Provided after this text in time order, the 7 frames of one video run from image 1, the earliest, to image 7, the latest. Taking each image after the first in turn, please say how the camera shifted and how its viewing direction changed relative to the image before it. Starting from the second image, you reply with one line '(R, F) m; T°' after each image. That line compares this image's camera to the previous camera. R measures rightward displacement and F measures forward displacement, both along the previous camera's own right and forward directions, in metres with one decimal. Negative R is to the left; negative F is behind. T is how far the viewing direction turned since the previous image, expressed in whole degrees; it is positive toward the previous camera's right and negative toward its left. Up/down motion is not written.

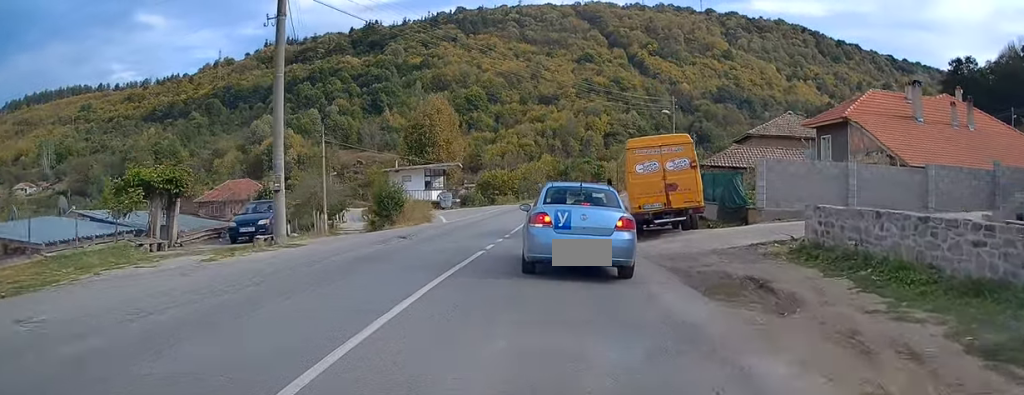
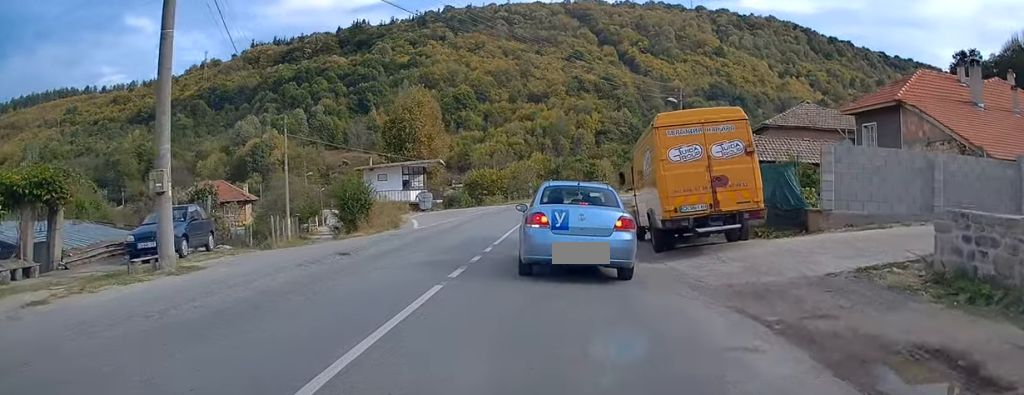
(+0.2, +5.7) m; +1°
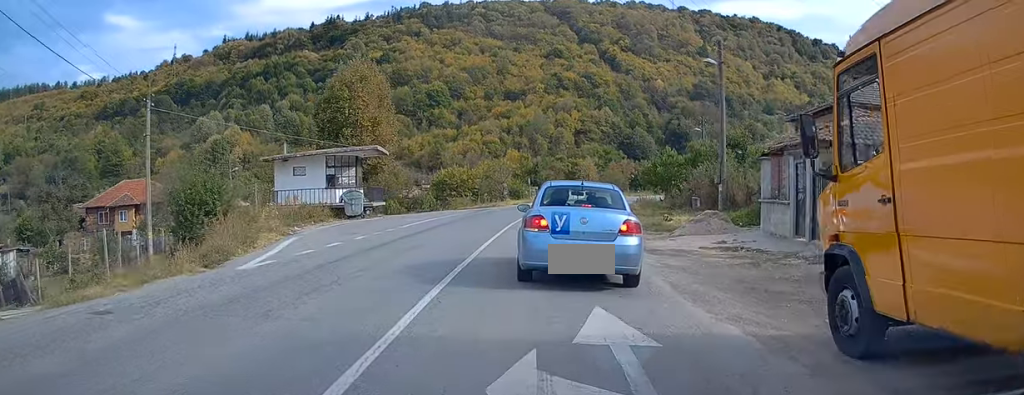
(0.0, +13.6) m; +4°
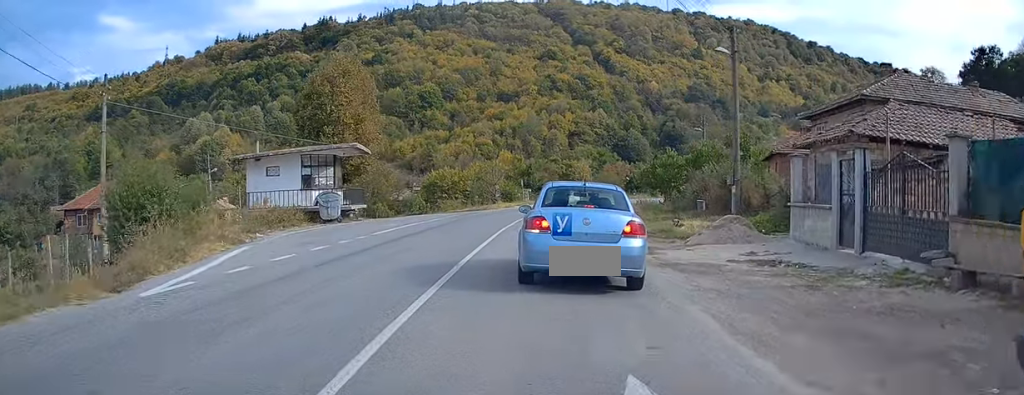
(+0.1, +2.9) m; +1°
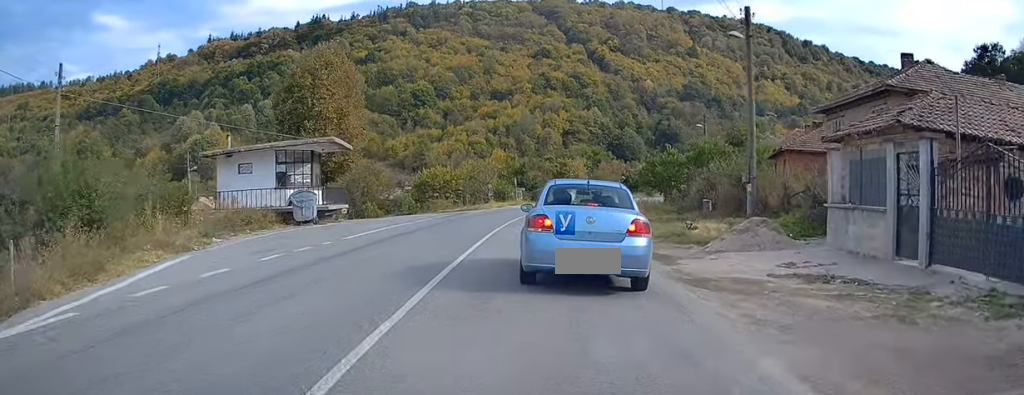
(+0.1, +2.7) m; +1°
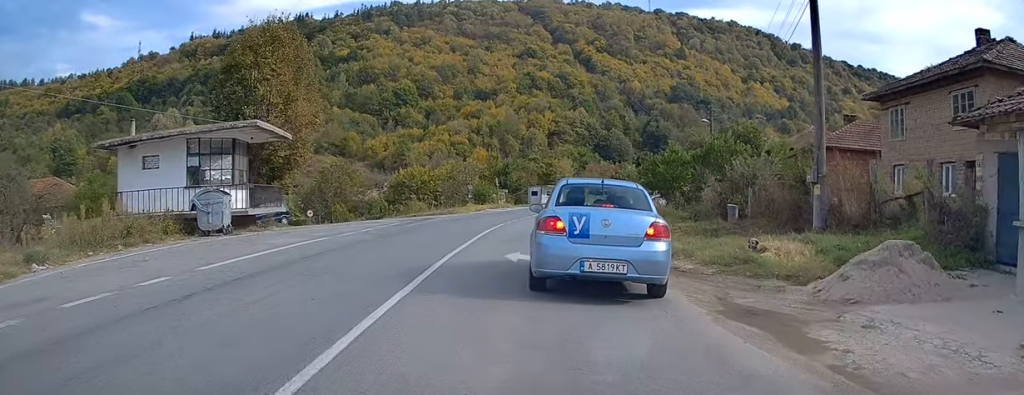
(0.0, +7.1) m; -1°
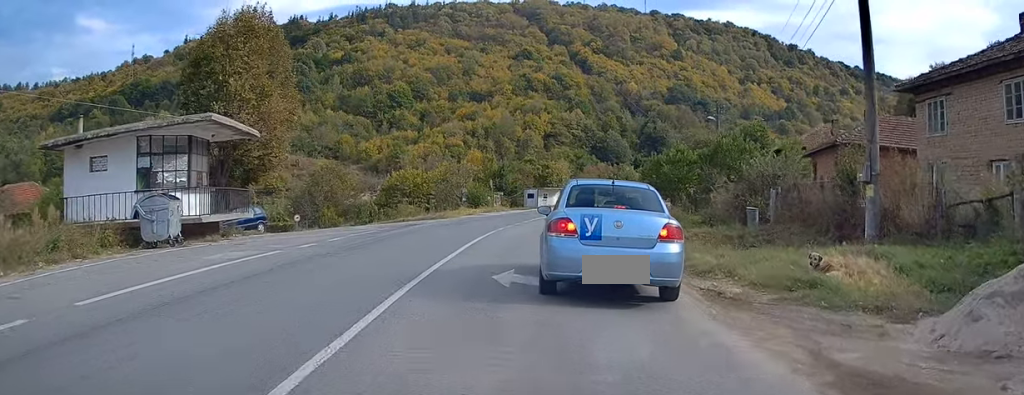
(0.0, +3.2) m; -1°
